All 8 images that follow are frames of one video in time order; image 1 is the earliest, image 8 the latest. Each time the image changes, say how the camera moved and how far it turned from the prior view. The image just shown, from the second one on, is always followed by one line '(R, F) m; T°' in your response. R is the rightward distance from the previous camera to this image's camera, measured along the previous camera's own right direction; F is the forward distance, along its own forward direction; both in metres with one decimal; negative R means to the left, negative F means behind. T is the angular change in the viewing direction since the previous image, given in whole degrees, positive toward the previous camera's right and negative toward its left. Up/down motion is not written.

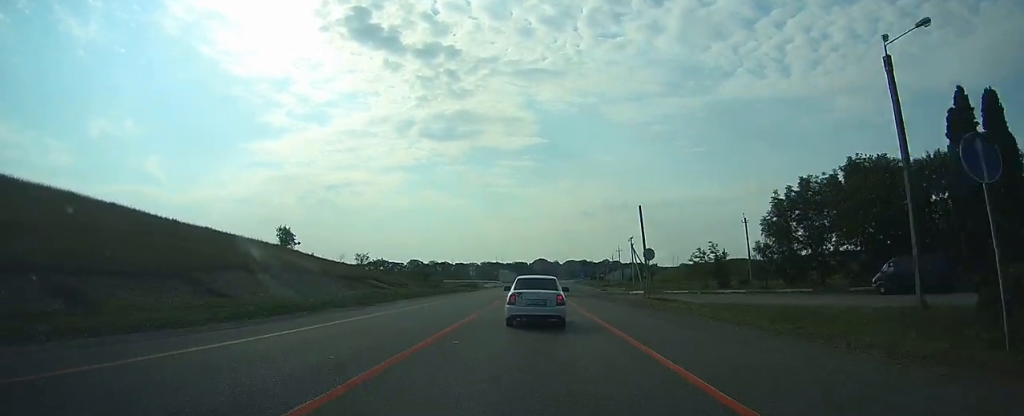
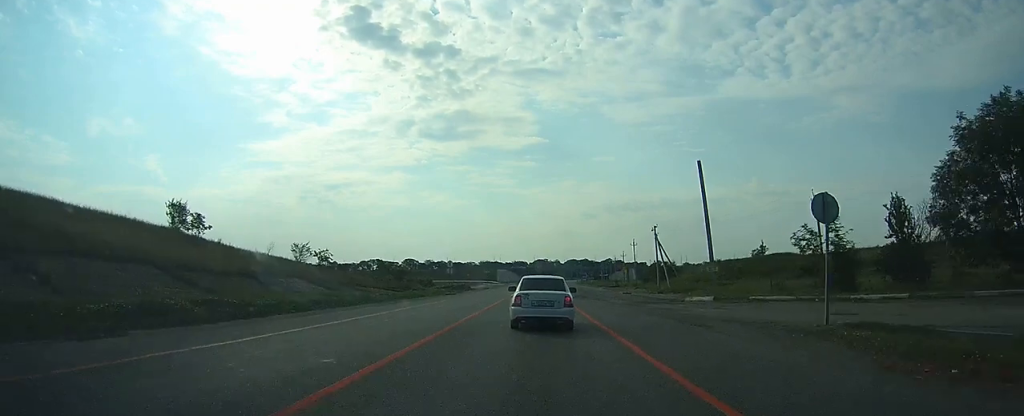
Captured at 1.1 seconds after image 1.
(0.0, +21.6) m; 0°
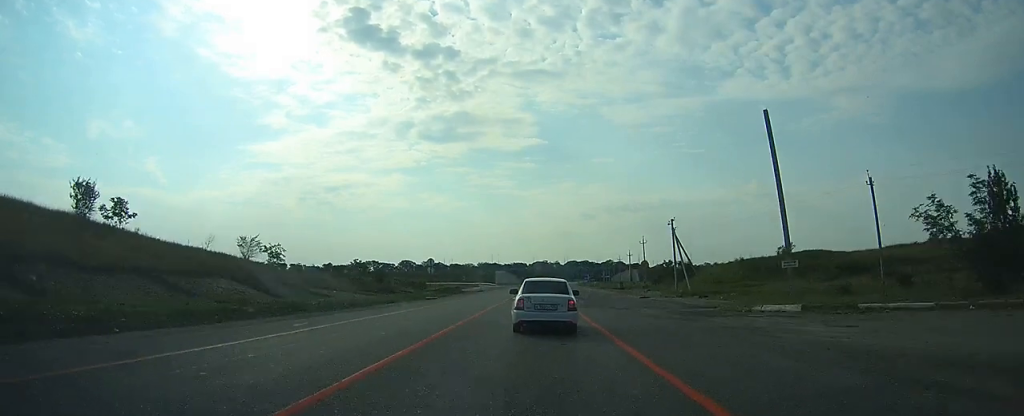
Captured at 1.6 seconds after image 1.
(0.0, +11.3) m; 0°
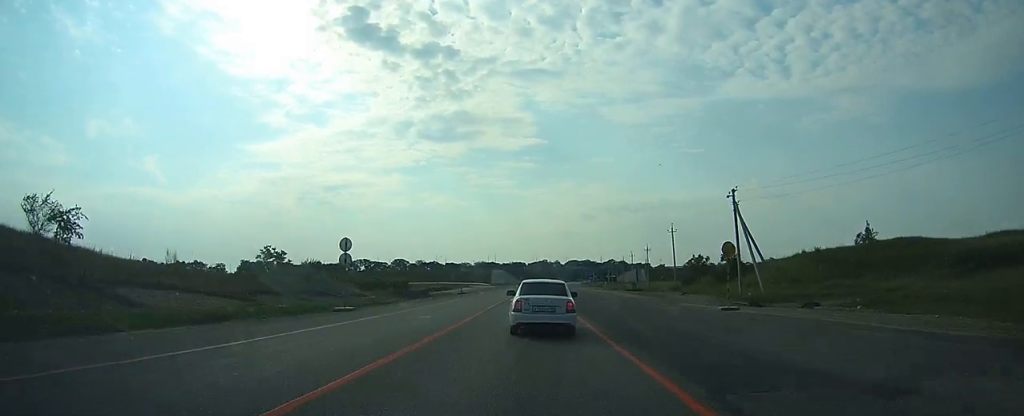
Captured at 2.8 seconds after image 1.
(0.0, +23.6) m; 0°
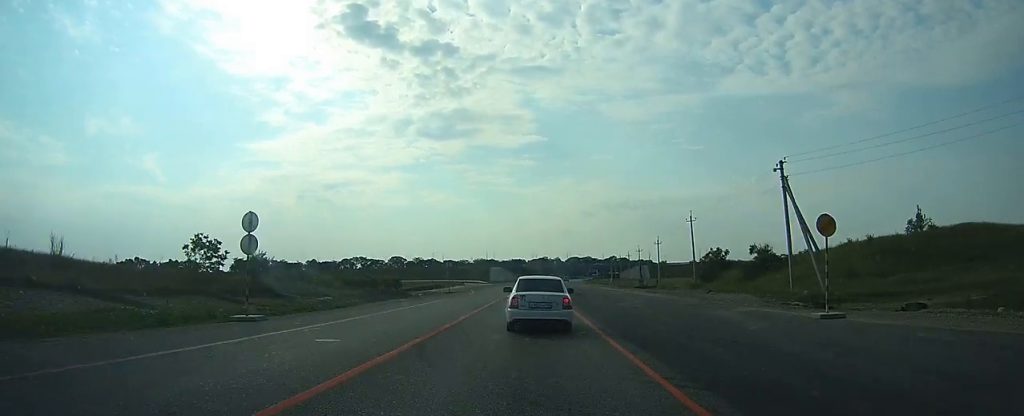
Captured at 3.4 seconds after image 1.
(0.0, +10.4) m; 0°
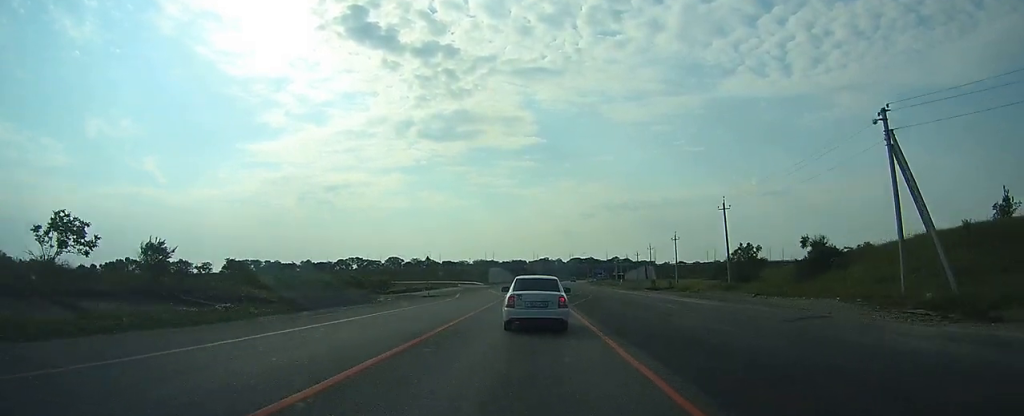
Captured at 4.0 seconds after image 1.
(0.0, +12.8) m; 0°
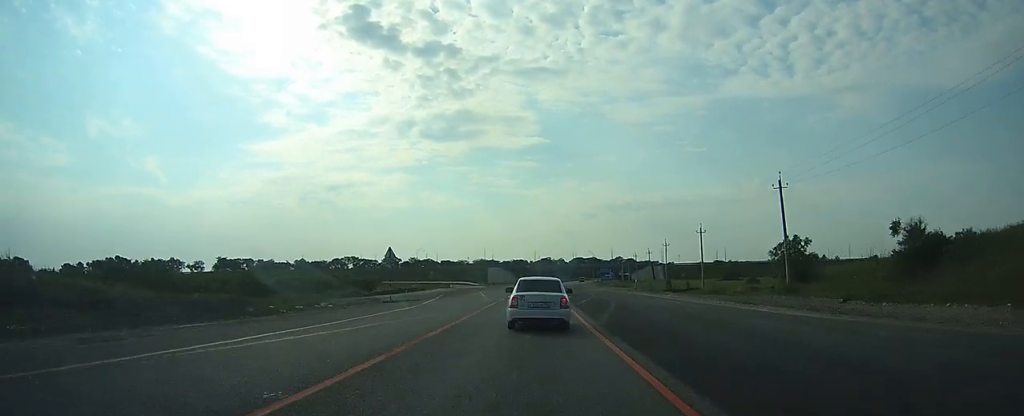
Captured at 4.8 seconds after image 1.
(0.0, +14.0) m; 0°
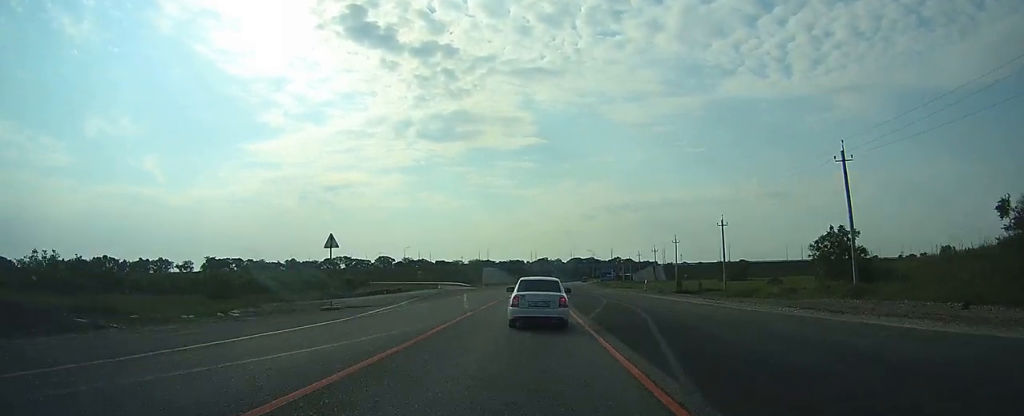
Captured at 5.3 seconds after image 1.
(0.0, +10.8) m; 0°
